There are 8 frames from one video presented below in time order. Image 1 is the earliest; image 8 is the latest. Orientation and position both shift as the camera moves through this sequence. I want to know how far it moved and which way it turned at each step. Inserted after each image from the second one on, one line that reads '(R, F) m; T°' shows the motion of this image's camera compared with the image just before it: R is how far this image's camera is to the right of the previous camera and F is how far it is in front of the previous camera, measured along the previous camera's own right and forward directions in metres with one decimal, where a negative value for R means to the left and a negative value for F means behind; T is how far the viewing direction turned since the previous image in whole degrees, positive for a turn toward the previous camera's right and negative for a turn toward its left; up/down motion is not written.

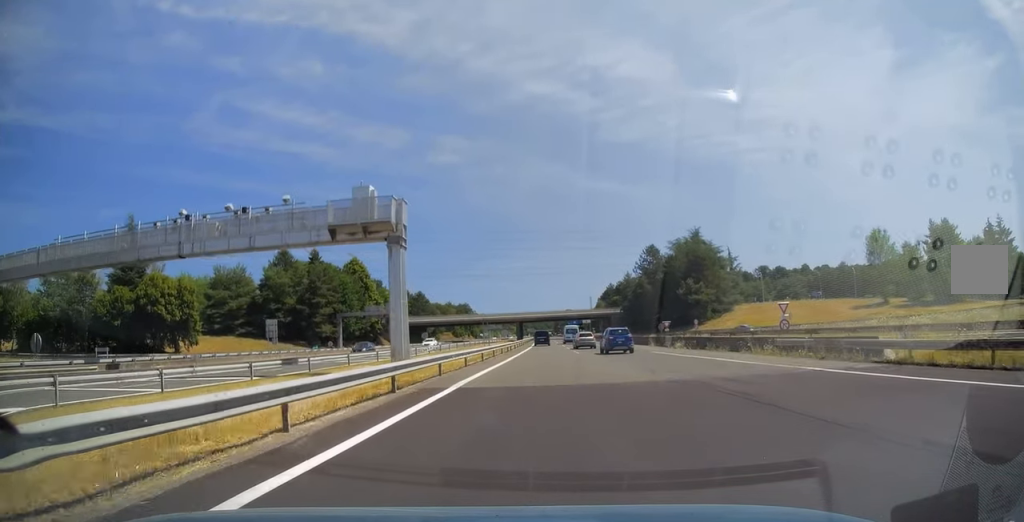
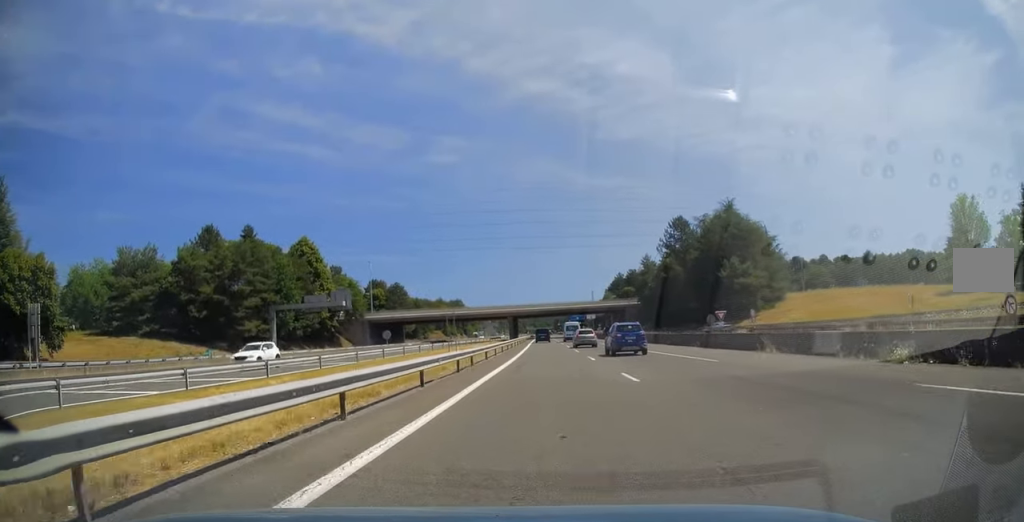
(+0.6, +28.7) m; +1°
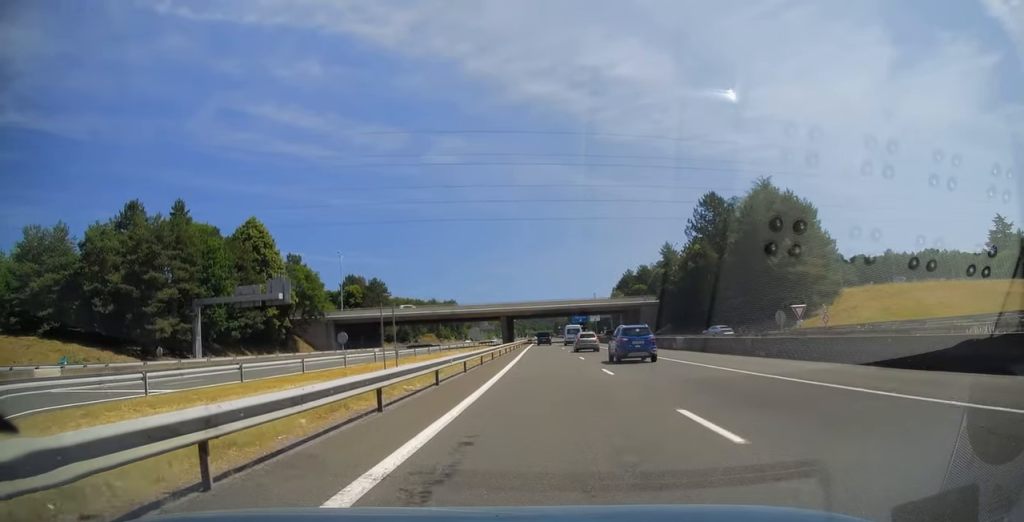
(-0.1, +20.4) m; -1°
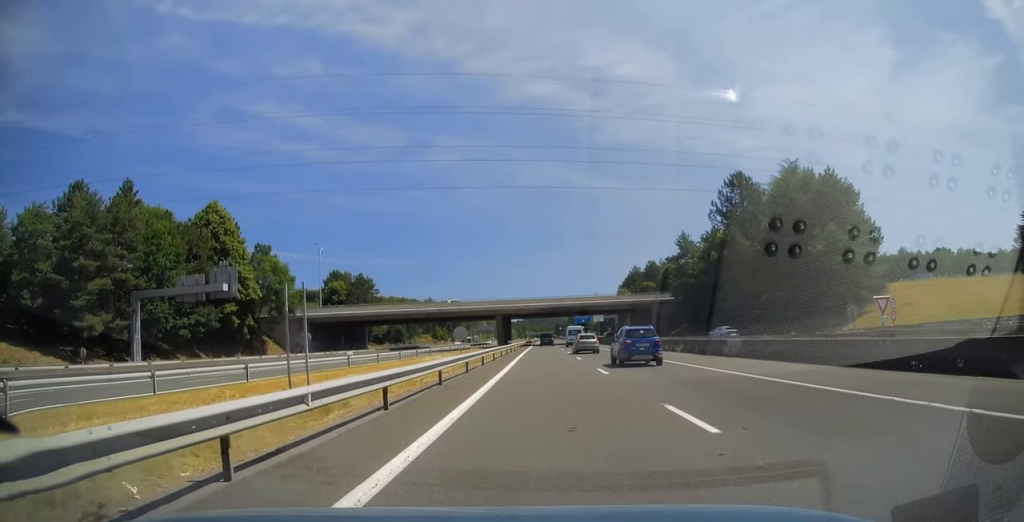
(-0.2, +11.9) m; 0°
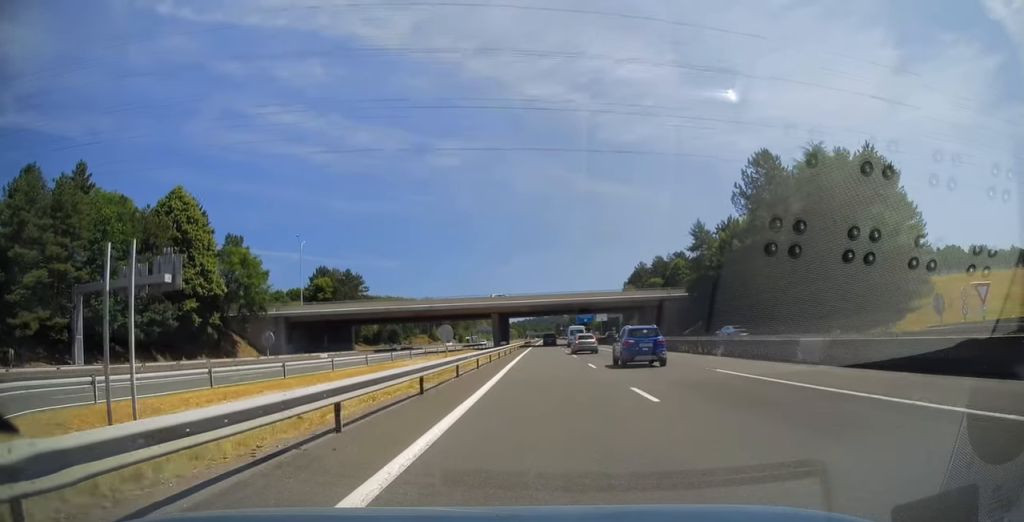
(+0.1, +9.0) m; 0°
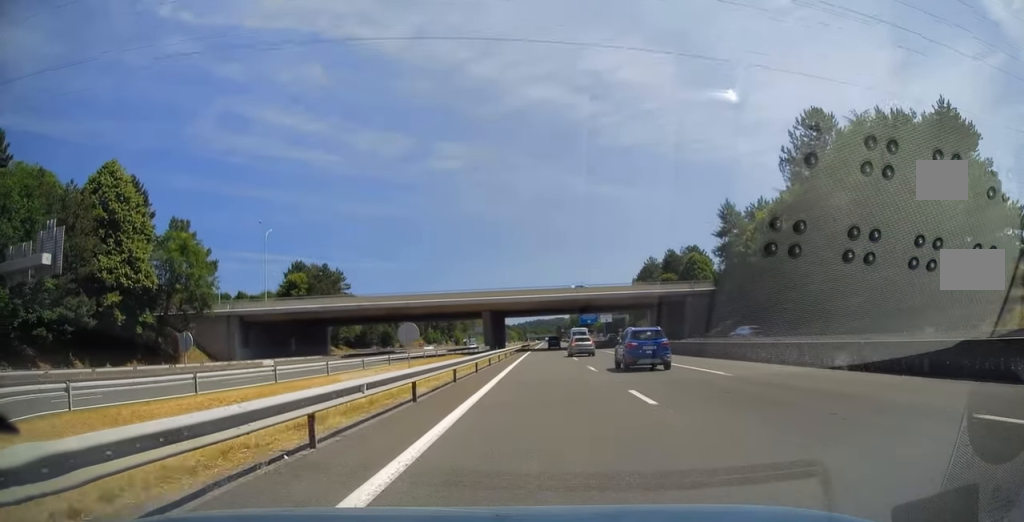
(+0.3, +13.4) m; 0°
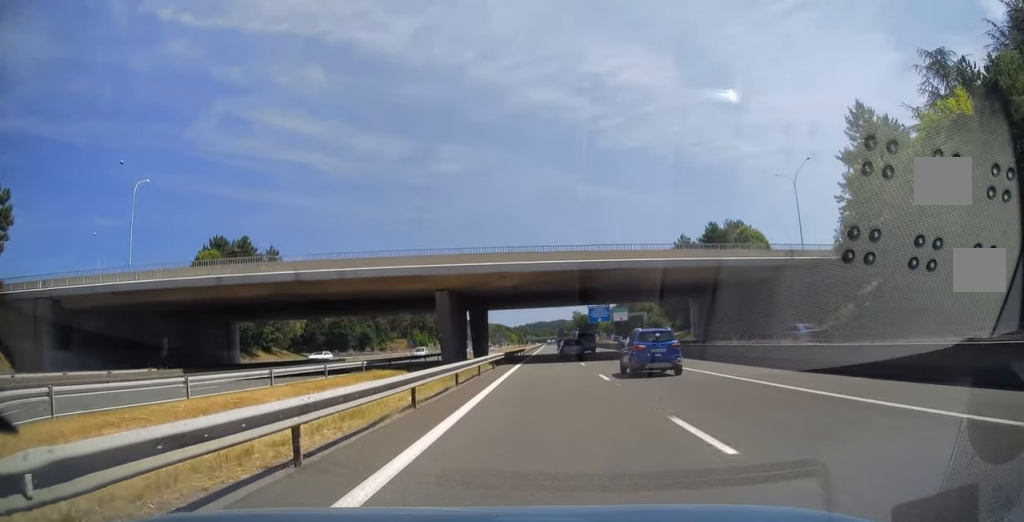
(-0.2, +31.1) m; 0°
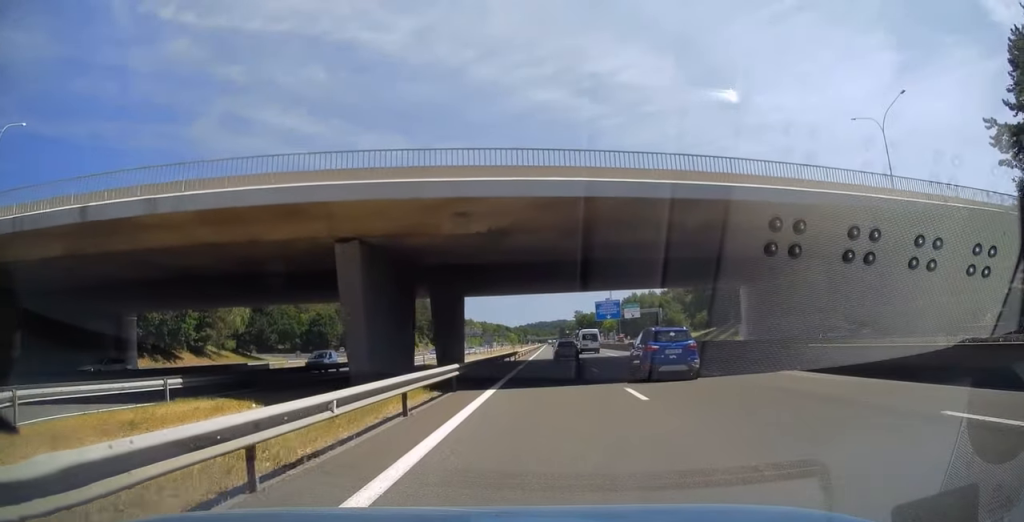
(+0.3, +19.4) m; 0°
